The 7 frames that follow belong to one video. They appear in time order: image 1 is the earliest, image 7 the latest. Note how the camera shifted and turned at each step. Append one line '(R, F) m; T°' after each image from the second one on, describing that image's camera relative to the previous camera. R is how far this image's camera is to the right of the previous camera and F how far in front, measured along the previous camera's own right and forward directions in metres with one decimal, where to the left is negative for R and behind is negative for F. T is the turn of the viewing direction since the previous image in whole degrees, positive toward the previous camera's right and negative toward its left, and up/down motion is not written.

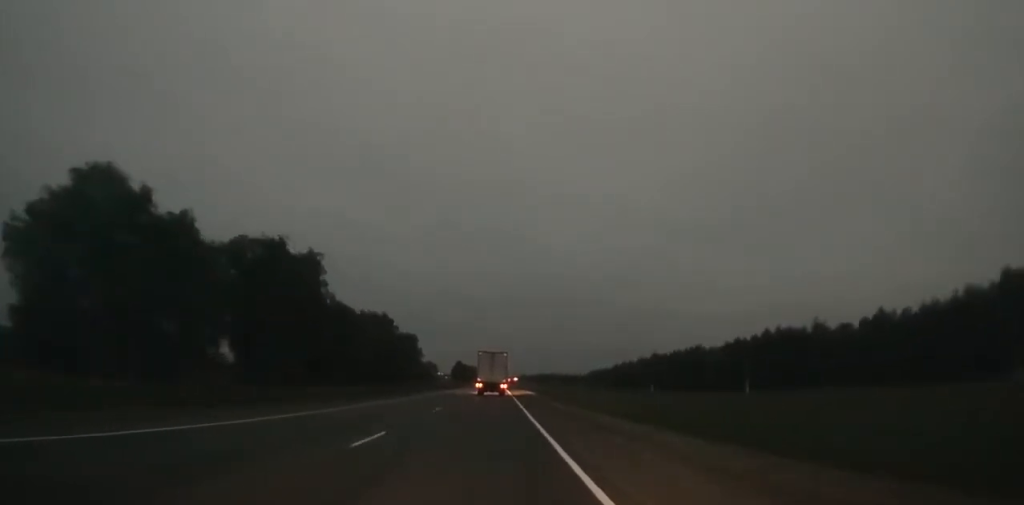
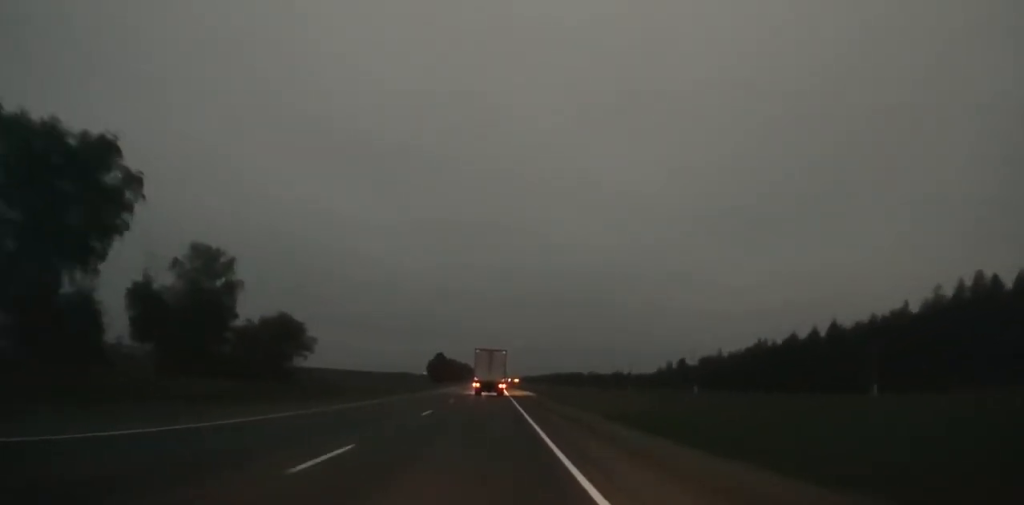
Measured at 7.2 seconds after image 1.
(+0.7, +173.6) m; 0°
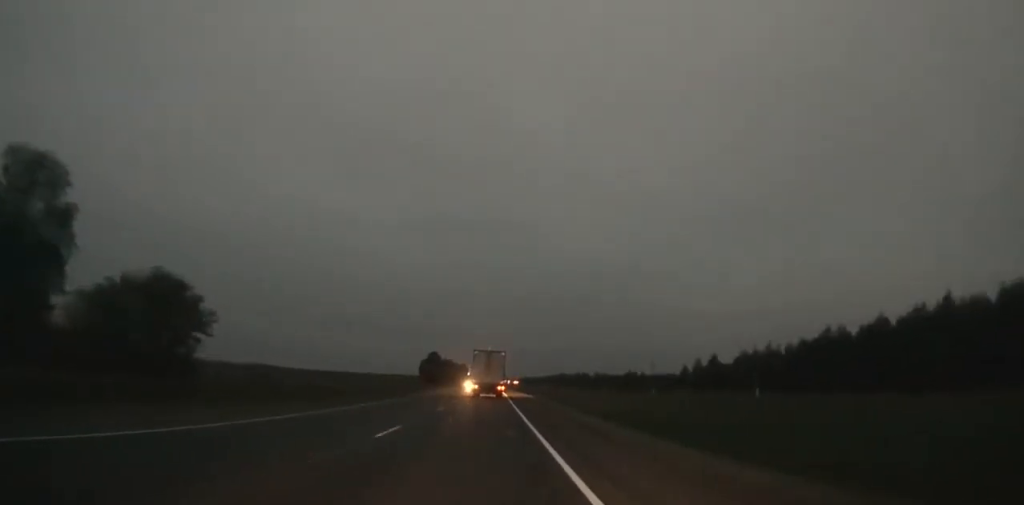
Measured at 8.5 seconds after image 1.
(-0.1, +31.5) m; 0°
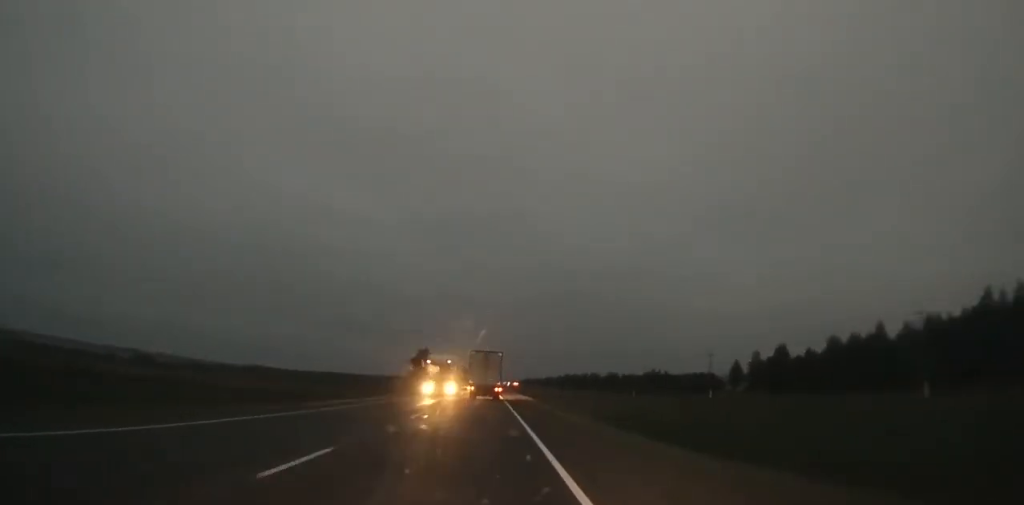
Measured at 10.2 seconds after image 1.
(0.0, +41.2) m; 0°
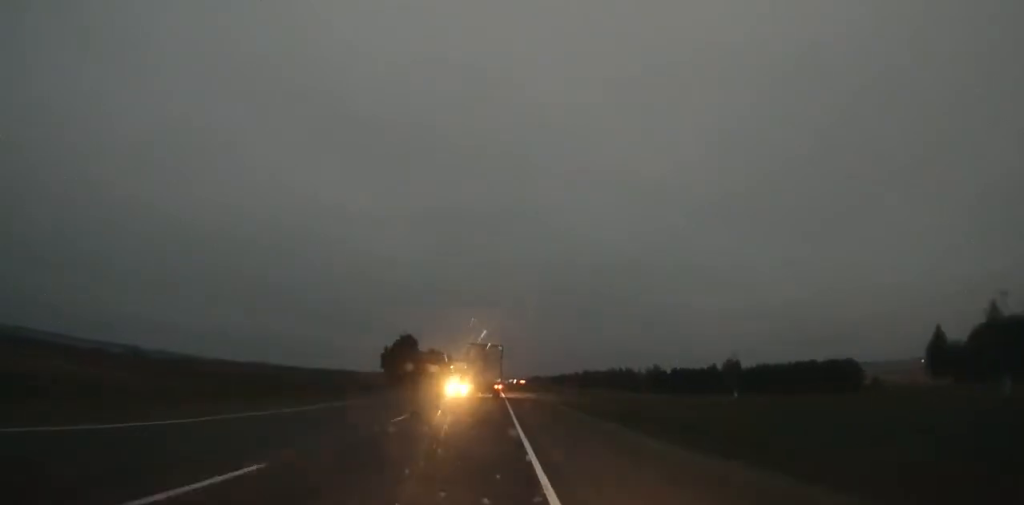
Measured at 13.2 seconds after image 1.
(-0.2, +73.2) m; 0°
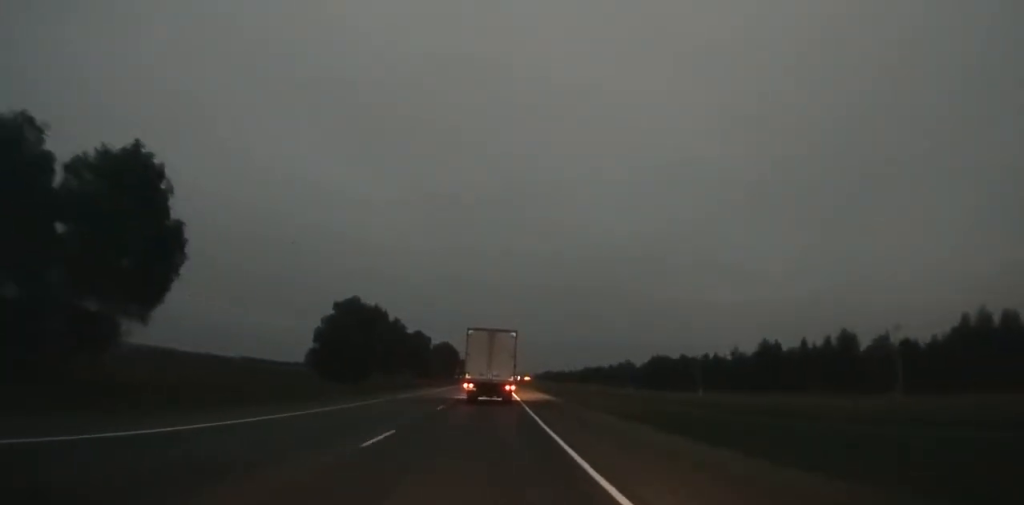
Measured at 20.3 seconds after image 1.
(-0.8, +170.1) m; 0°
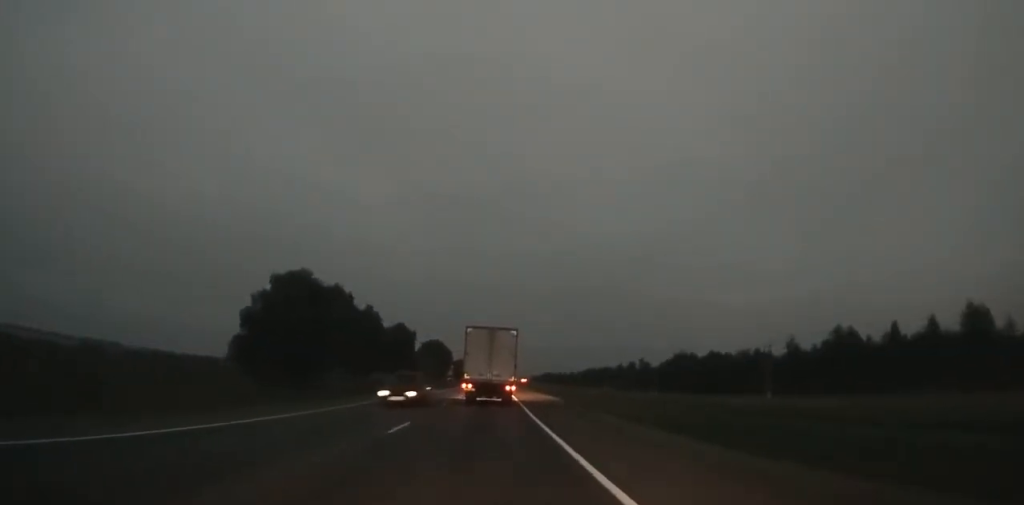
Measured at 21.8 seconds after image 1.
(+0.1, +34.7) m; 0°
